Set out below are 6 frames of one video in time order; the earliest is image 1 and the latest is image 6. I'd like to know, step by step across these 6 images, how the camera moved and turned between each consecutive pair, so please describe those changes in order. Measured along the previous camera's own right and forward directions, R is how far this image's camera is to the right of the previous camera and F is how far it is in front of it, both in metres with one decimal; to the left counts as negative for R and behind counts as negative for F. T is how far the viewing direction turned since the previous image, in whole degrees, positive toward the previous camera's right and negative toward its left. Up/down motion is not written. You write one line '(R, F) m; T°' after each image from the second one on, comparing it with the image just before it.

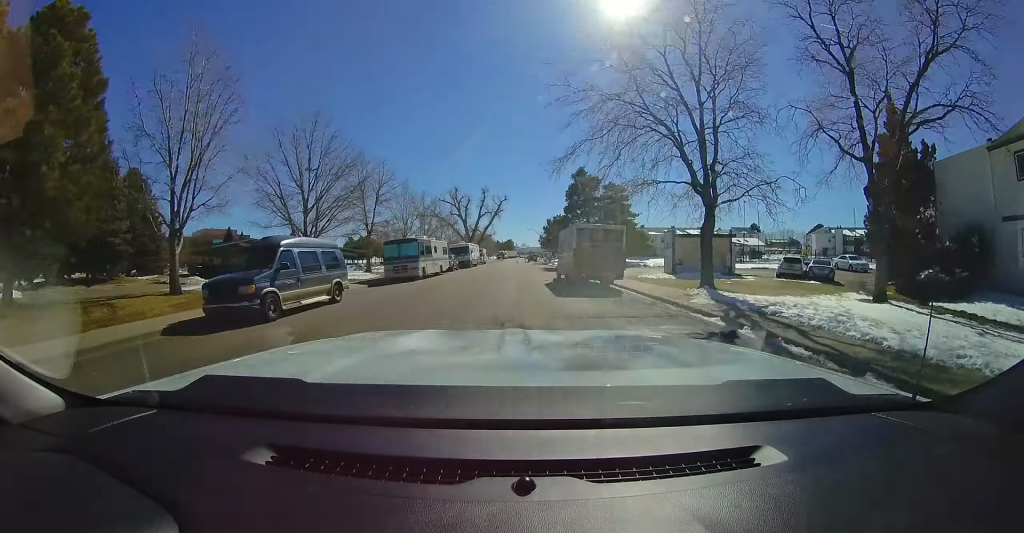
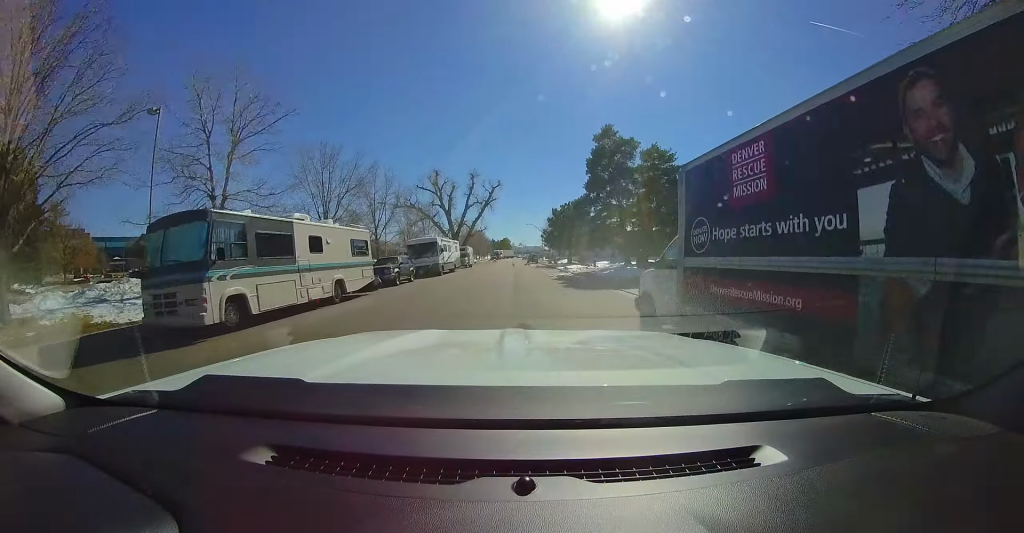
(+0.8, +15.7) m; +2°
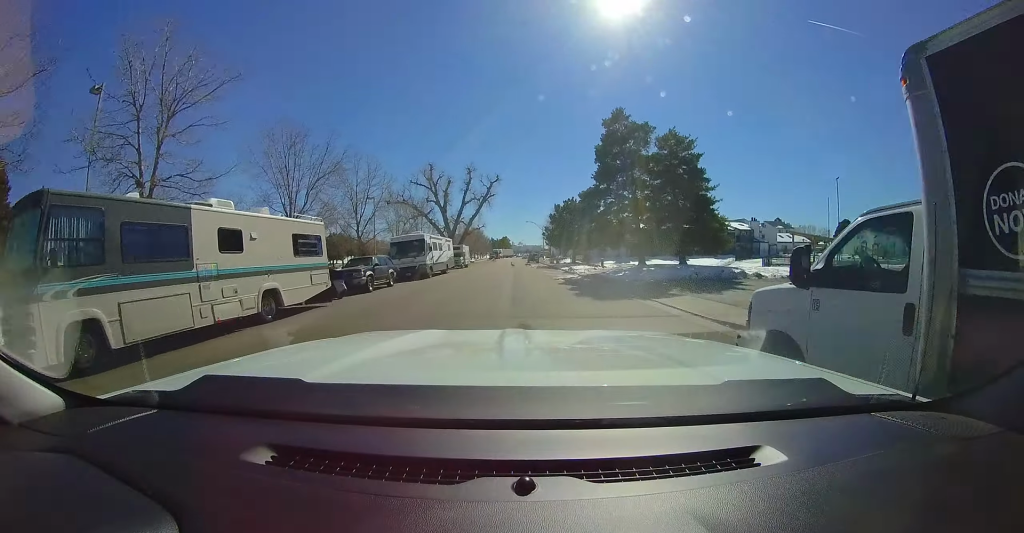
(-0.1, +3.5) m; -1°
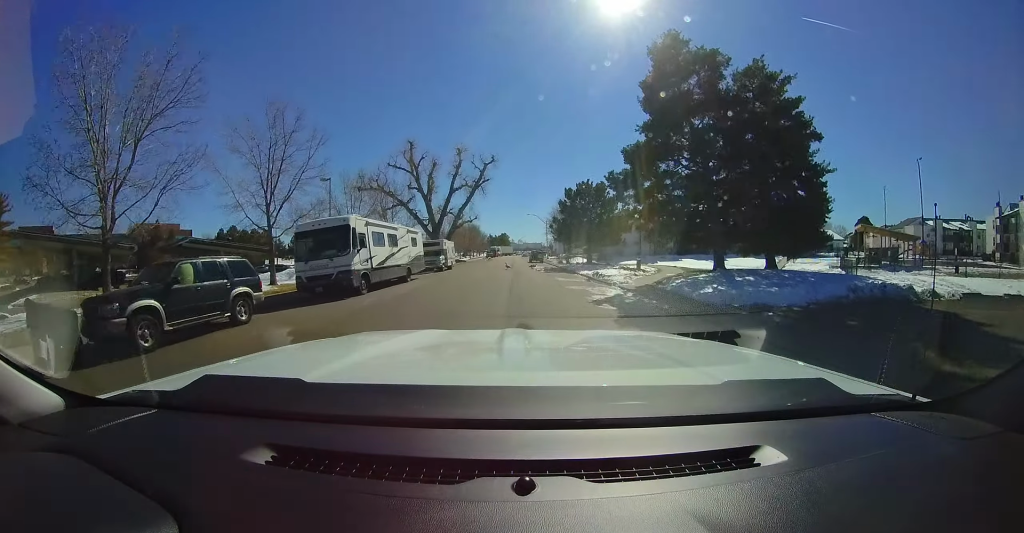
(-0.4, +10.1) m; -2°
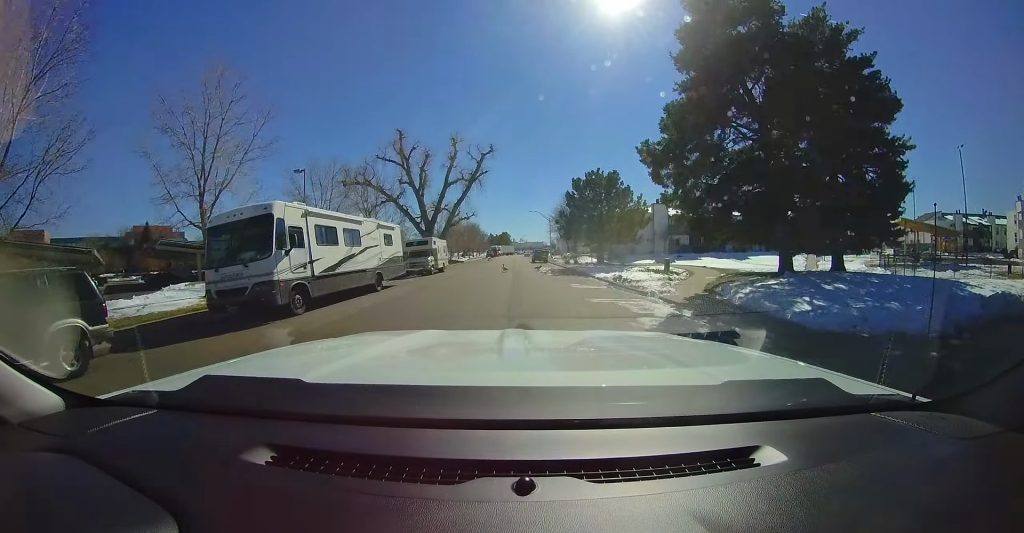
(0.0, +3.9) m; -1°
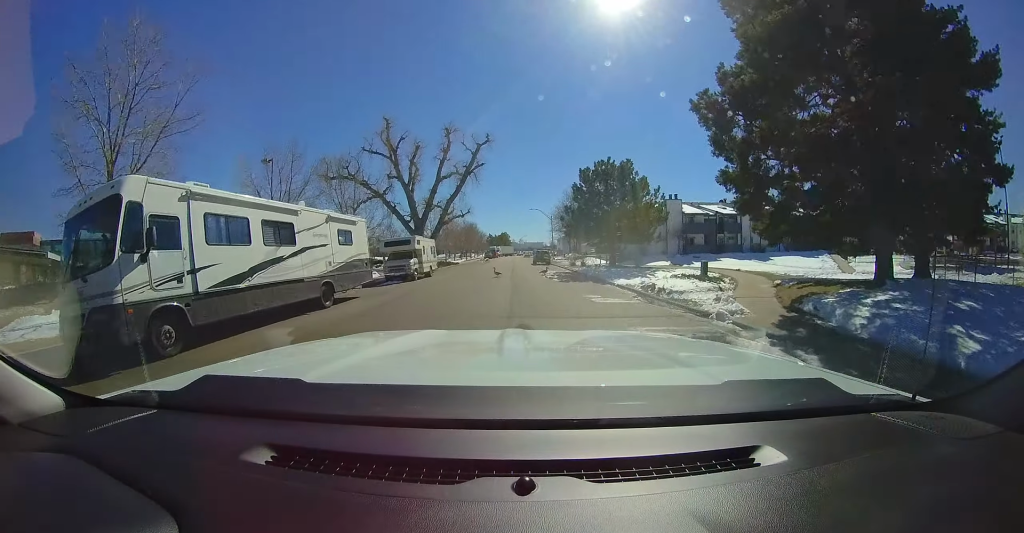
(+0.1, +3.7) m; -2°
